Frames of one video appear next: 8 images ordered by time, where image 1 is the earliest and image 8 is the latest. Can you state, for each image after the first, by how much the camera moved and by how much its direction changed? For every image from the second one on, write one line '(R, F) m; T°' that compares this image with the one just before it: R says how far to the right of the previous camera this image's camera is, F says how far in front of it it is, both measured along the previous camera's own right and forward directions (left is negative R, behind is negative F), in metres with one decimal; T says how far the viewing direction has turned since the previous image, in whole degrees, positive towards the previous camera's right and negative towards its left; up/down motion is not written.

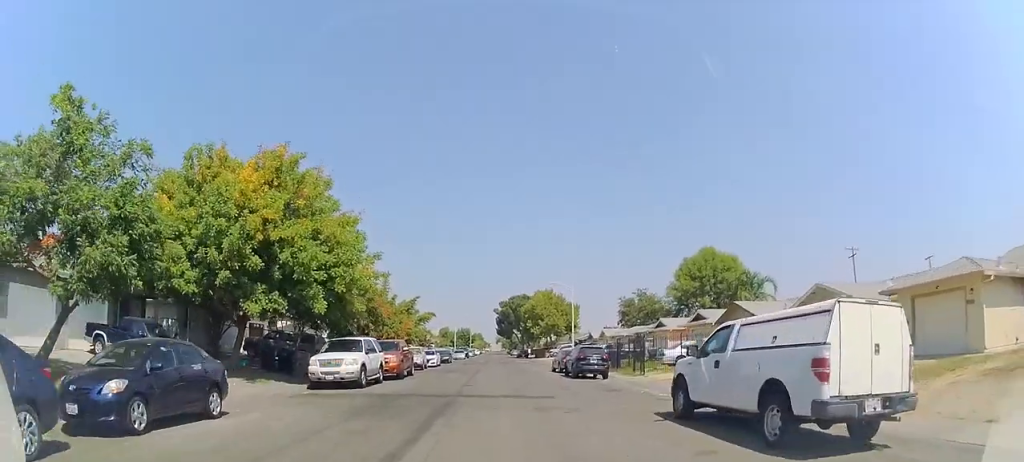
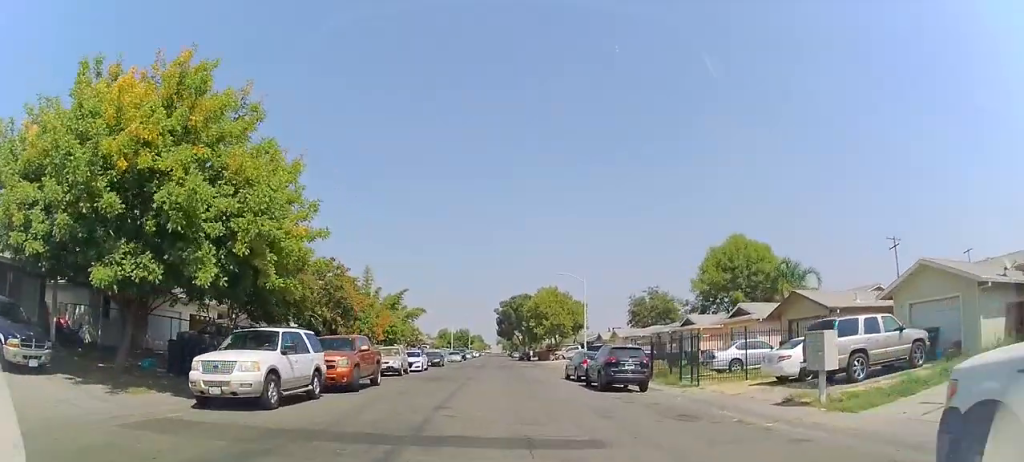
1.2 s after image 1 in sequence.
(0.0, +7.5) m; 0°
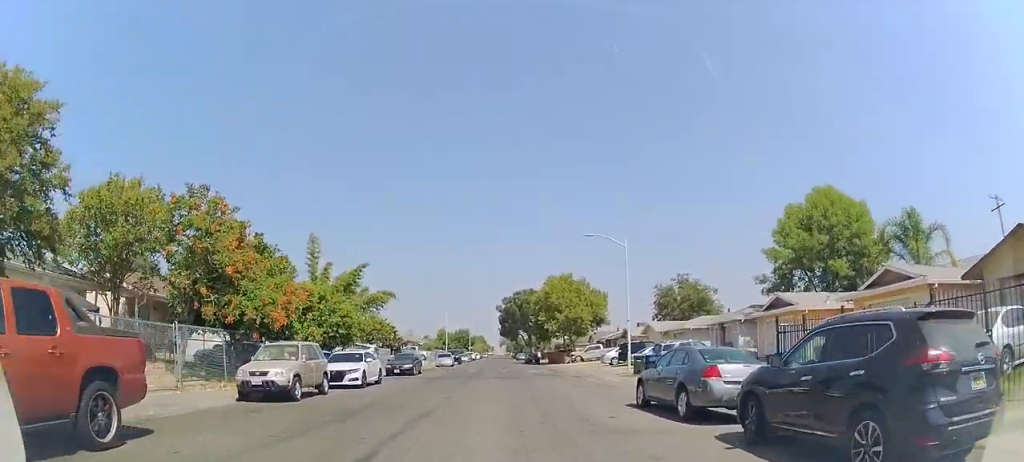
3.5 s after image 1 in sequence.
(0.0, +14.9) m; 0°
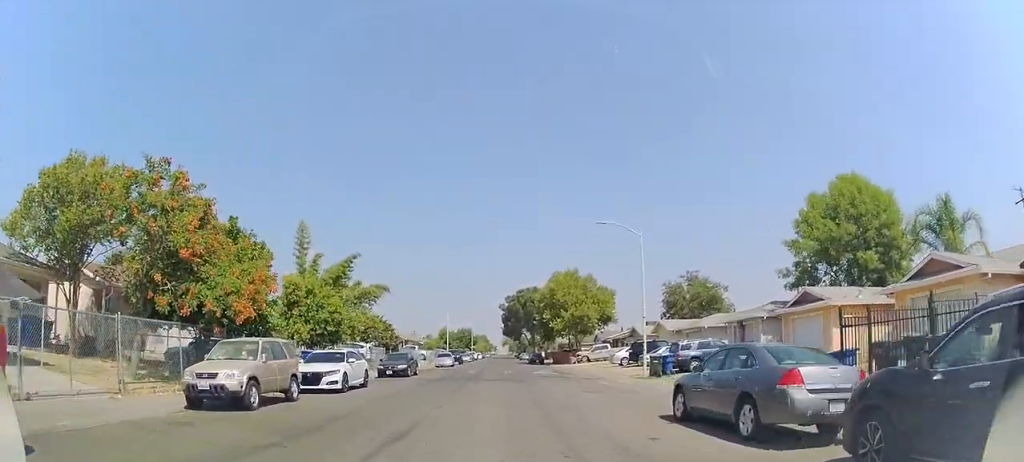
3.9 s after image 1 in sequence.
(0.0, +2.8) m; 0°
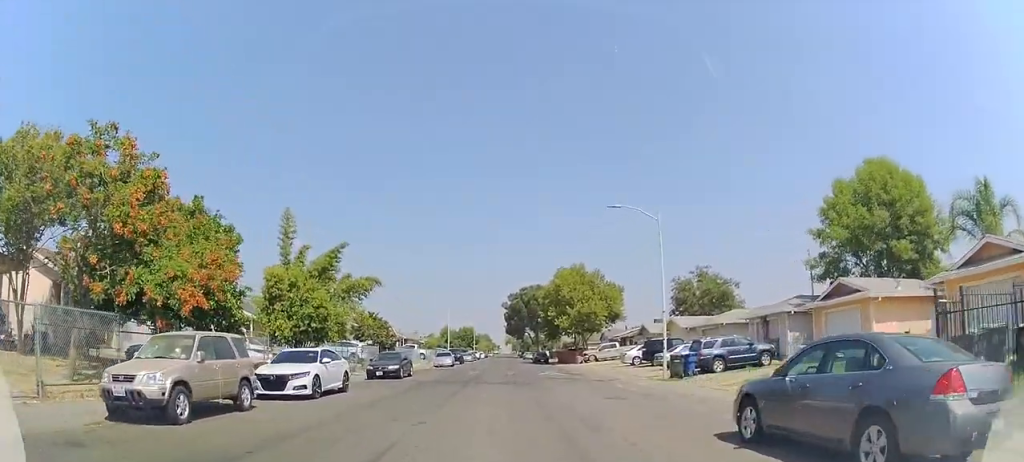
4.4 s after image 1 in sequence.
(0.0, +3.1) m; 0°
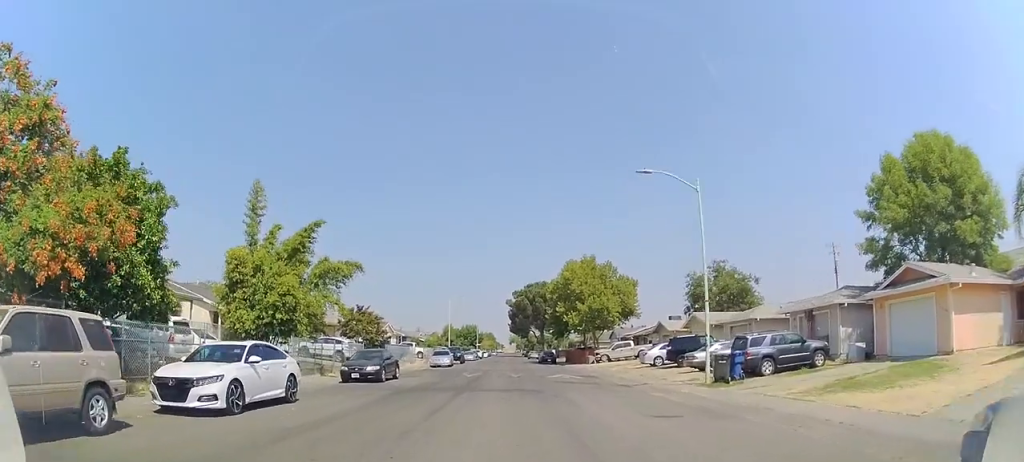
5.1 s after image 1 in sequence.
(0.0, +5.0) m; 0°
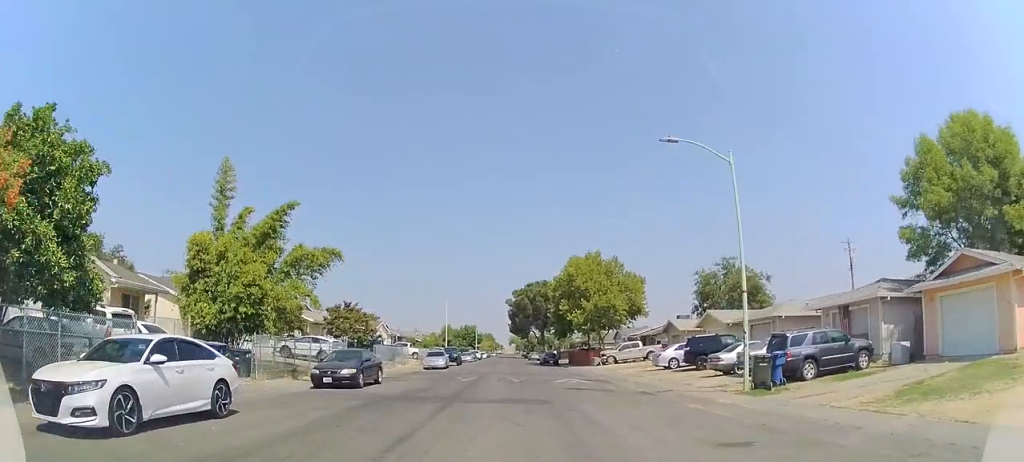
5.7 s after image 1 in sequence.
(0.0, +3.5) m; 0°
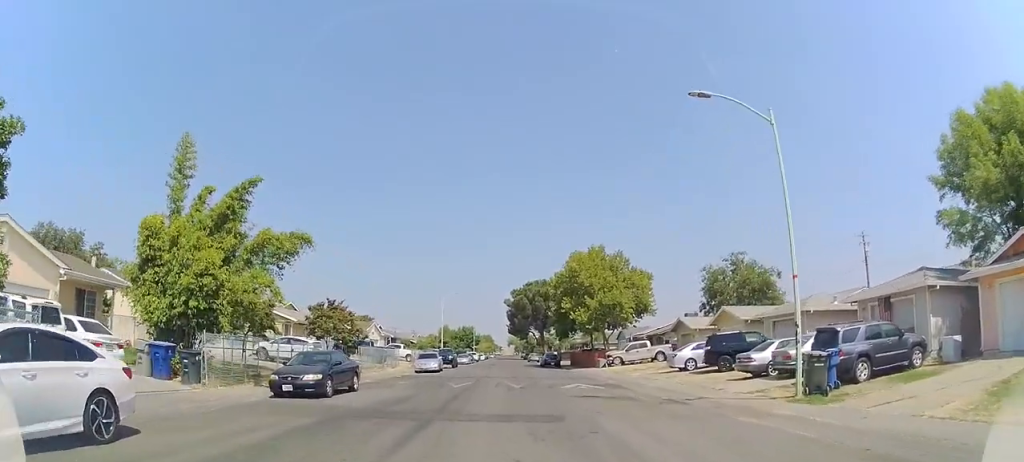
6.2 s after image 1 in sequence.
(0.0, +3.4) m; 0°
